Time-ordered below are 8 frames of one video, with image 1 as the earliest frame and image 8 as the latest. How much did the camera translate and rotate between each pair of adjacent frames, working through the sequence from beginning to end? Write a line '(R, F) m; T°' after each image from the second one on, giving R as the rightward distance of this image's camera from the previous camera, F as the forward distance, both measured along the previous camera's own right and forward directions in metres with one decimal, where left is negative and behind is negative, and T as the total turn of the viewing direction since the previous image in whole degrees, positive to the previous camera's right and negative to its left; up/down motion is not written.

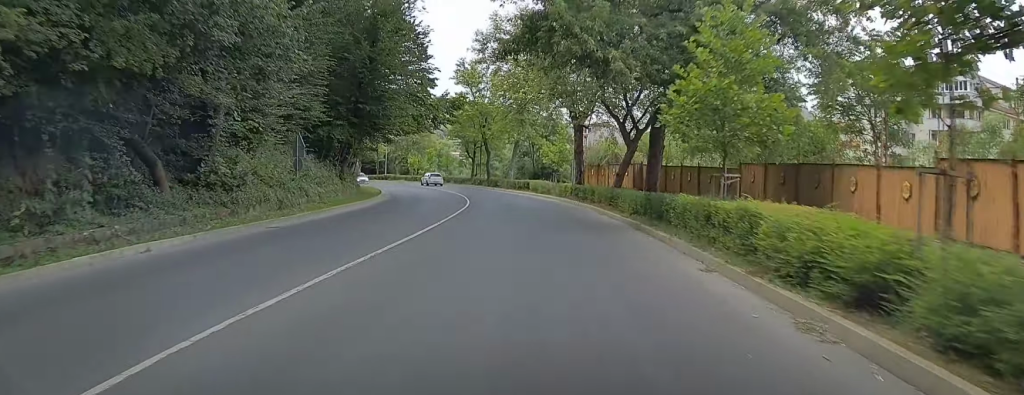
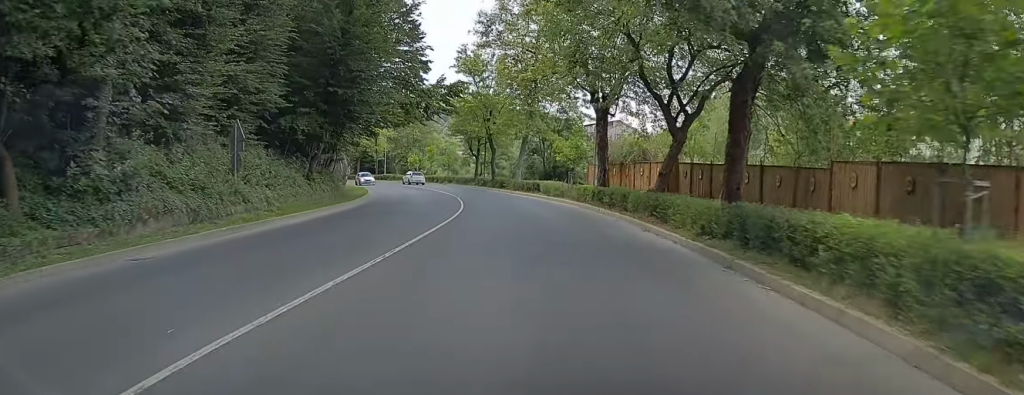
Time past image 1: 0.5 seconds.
(-0.1, +7.8) m; -1°
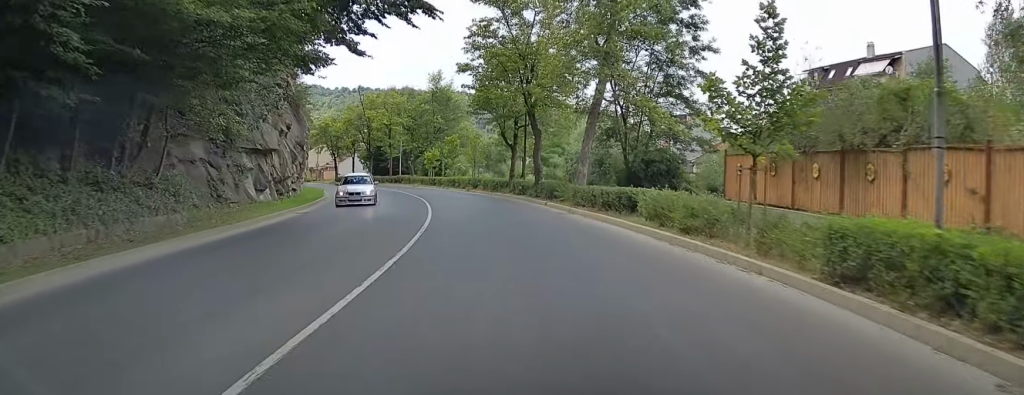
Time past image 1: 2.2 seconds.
(0.0, +25.7) m; -1°
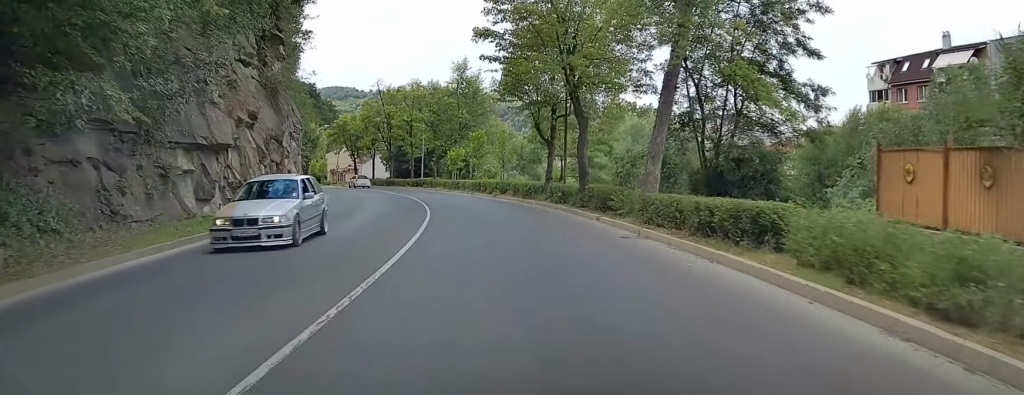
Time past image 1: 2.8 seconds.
(-0.2, +9.1) m; -4°
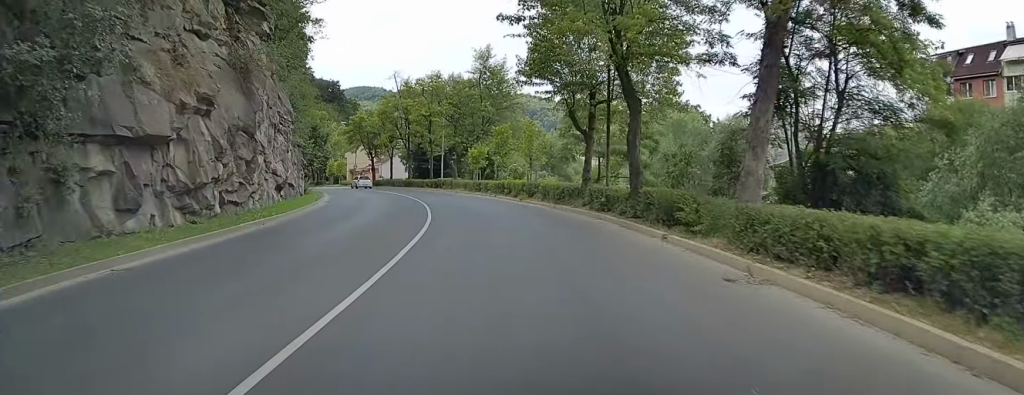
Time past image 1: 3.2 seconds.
(+0.2, +6.6) m; -3°
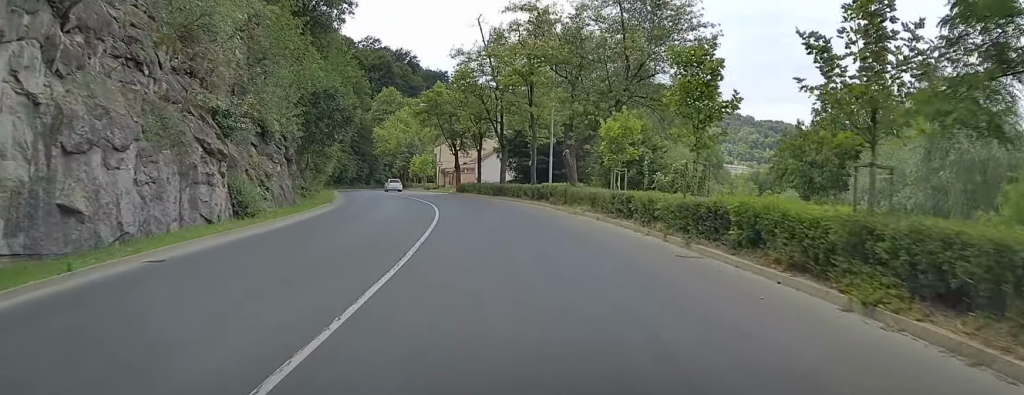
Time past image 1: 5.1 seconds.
(-4.1, +27.5) m; -14°
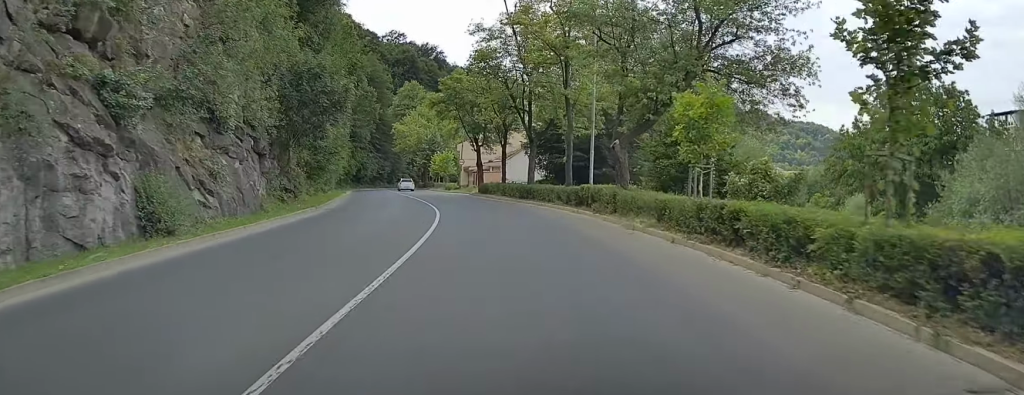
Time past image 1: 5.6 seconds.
(-0.2, +7.8) m; -3°
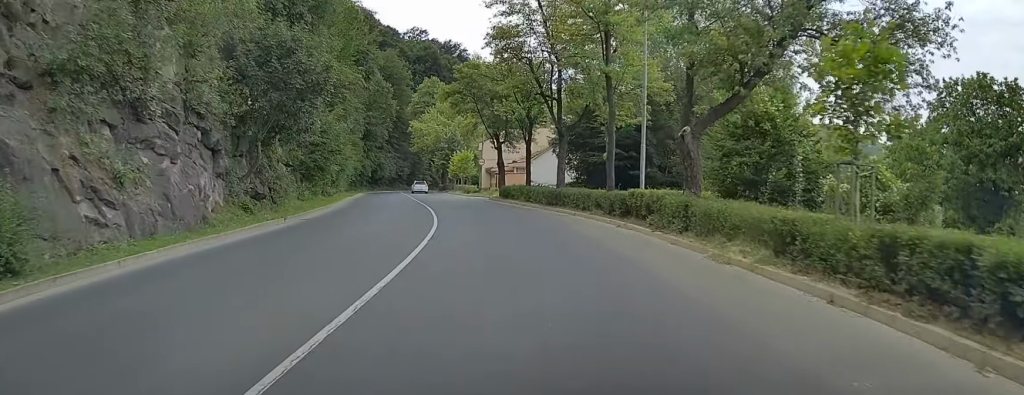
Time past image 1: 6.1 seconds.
(0.0, +6.9) m; -3°
